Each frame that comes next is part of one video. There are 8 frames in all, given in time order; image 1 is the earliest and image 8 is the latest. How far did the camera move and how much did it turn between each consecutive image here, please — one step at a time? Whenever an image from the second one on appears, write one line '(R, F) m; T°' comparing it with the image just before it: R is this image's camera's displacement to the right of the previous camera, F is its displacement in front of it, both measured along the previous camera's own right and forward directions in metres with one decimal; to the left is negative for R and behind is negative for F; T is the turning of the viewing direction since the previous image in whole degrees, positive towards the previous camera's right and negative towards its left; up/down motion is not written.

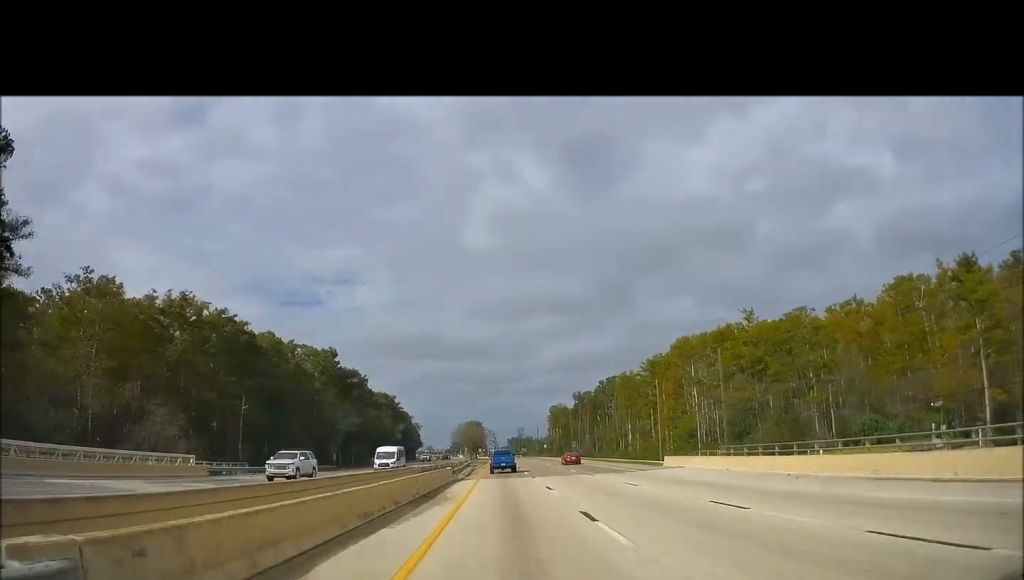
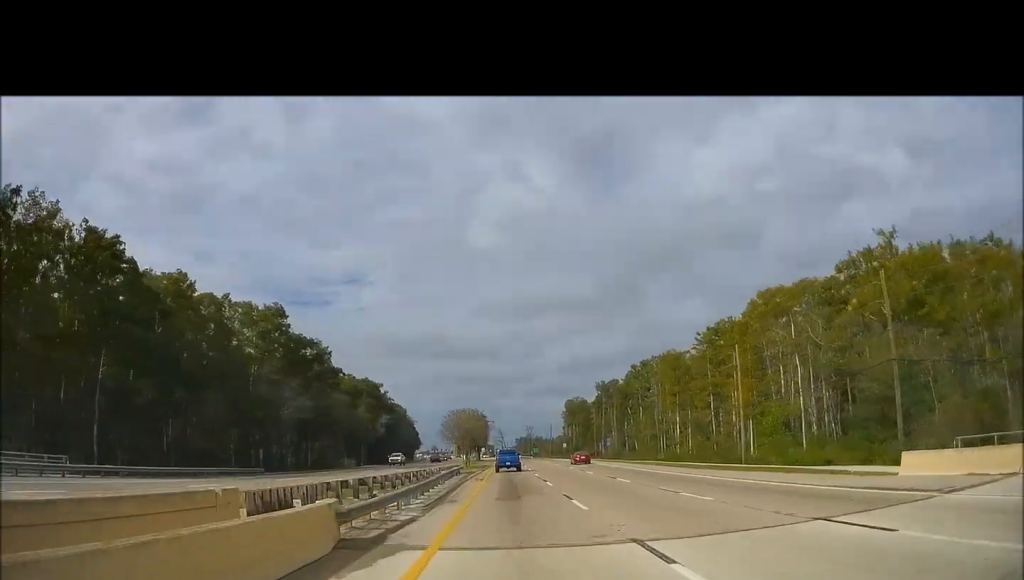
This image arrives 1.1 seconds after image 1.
(0.0, +29.7) m; -1°
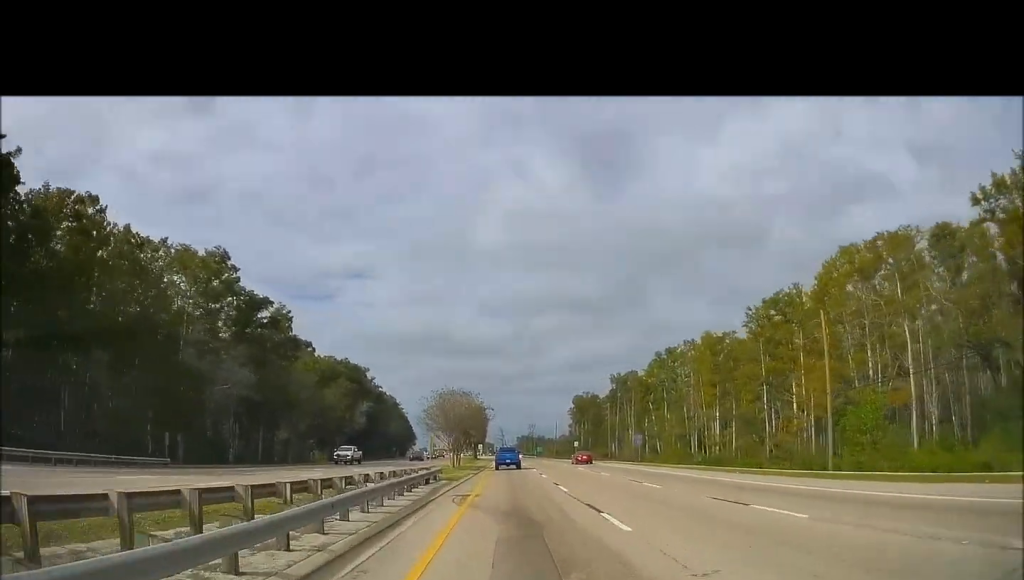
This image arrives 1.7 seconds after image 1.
(0.0, +17.8) m; -1°
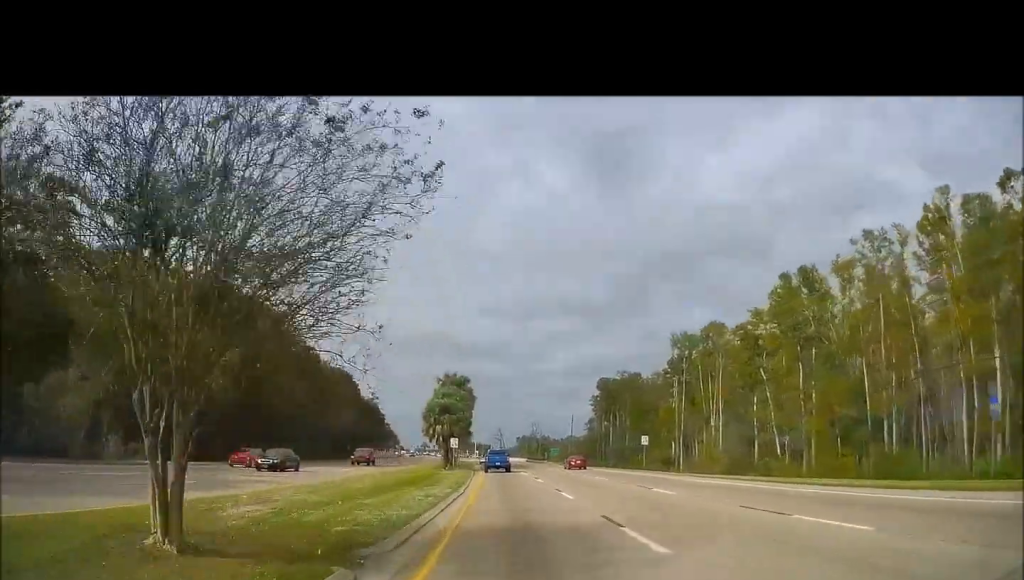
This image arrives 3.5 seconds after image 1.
(-0.8, +50.7) m; -1°
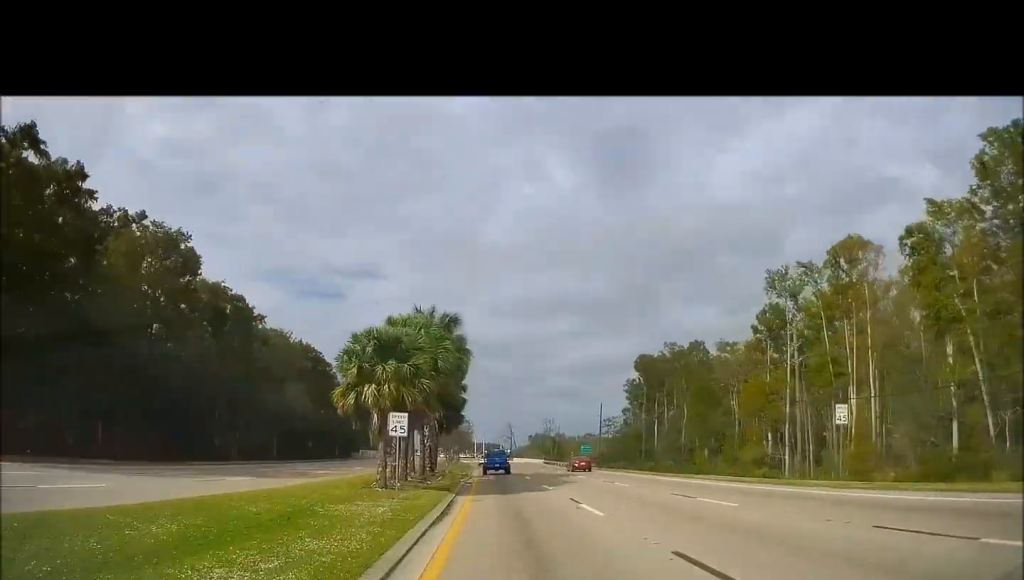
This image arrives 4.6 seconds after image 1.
(0.0, +30.5) m; 0°
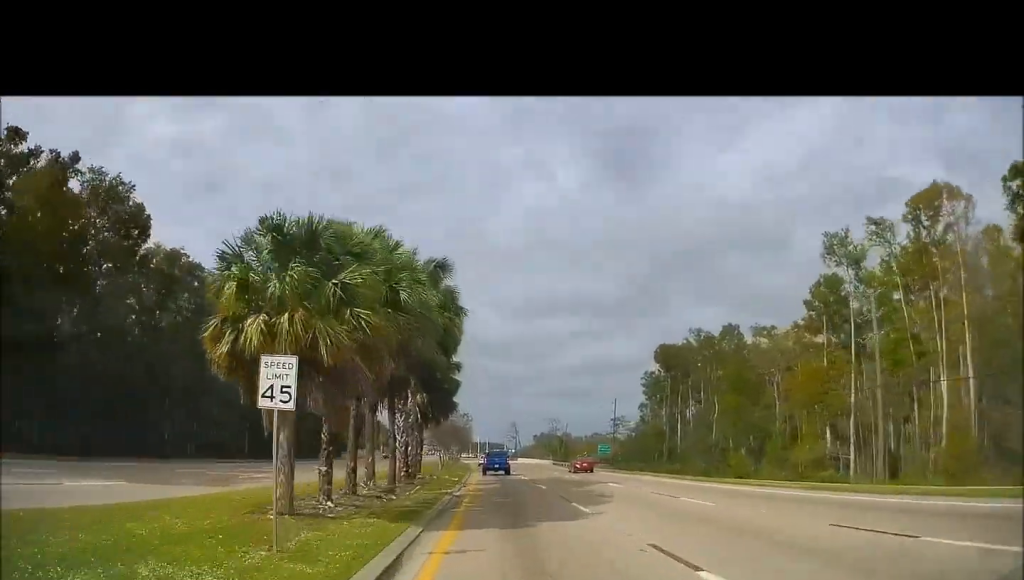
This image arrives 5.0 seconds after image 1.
(0.0, +11.0) m; 0°
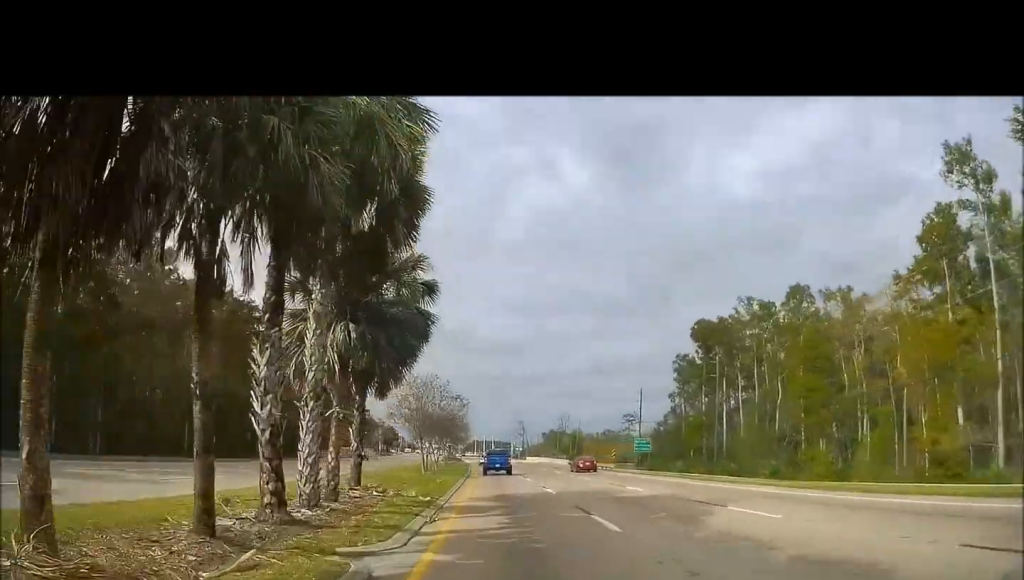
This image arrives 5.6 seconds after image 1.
(0.0, +16.3) m; -1°
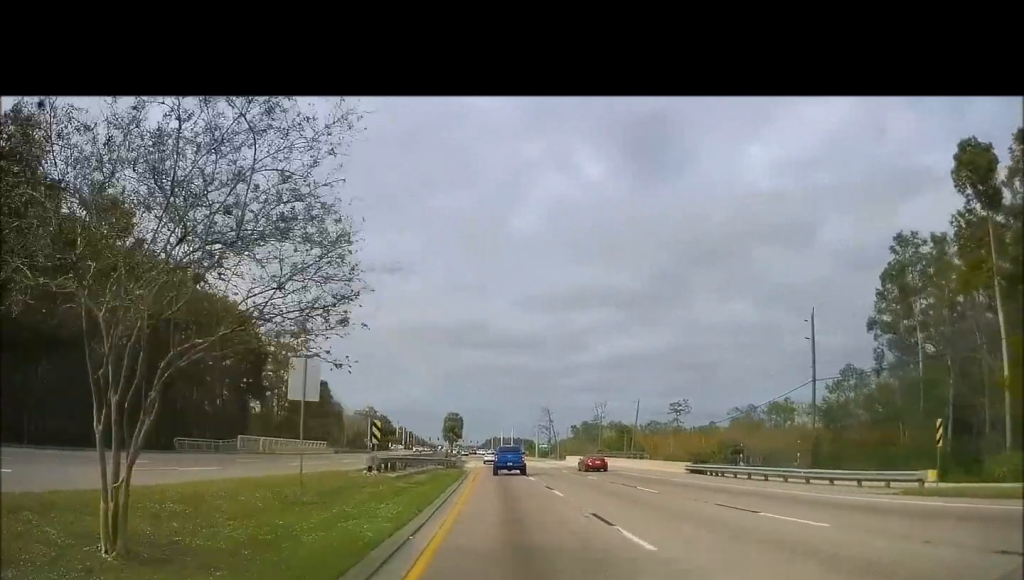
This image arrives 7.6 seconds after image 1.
(-0.8, +51.0) m; -1°
